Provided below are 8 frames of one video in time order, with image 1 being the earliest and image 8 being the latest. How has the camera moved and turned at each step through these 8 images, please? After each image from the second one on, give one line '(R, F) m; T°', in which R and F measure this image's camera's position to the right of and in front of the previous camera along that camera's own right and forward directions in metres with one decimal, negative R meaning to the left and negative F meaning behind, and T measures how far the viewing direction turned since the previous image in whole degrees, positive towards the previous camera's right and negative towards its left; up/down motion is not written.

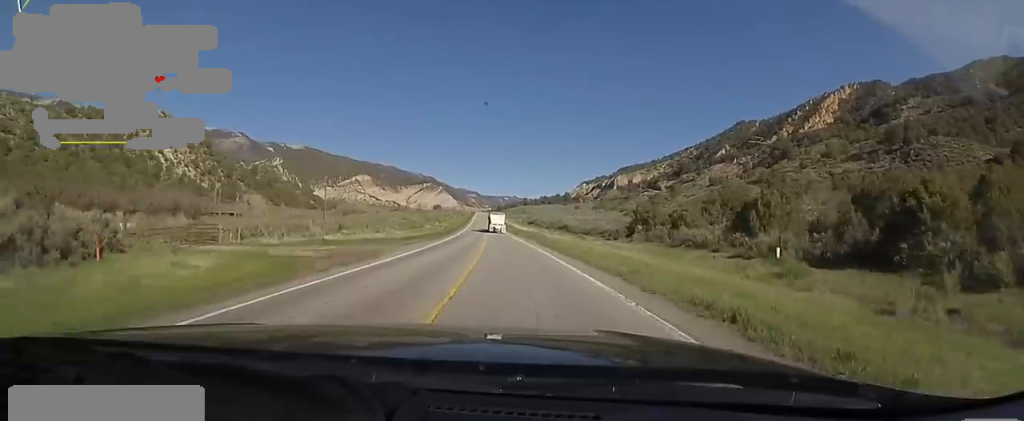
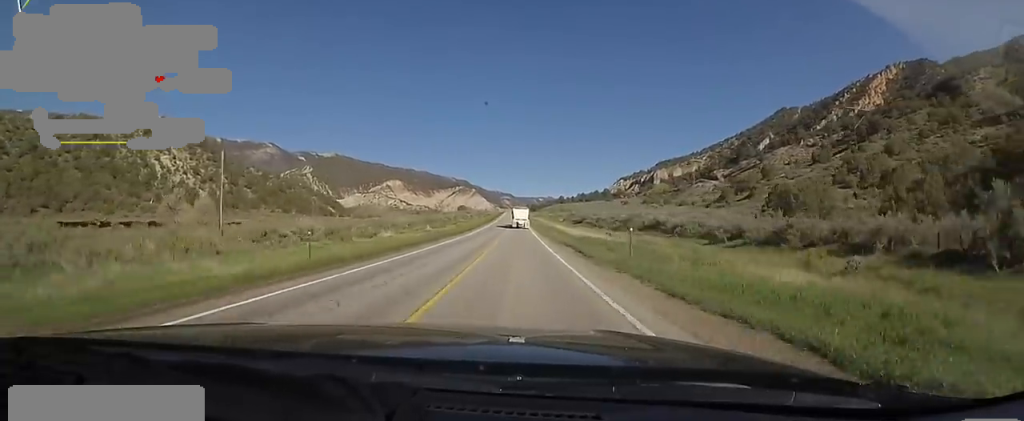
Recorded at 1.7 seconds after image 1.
(-1.8, +45.9) m; -4°
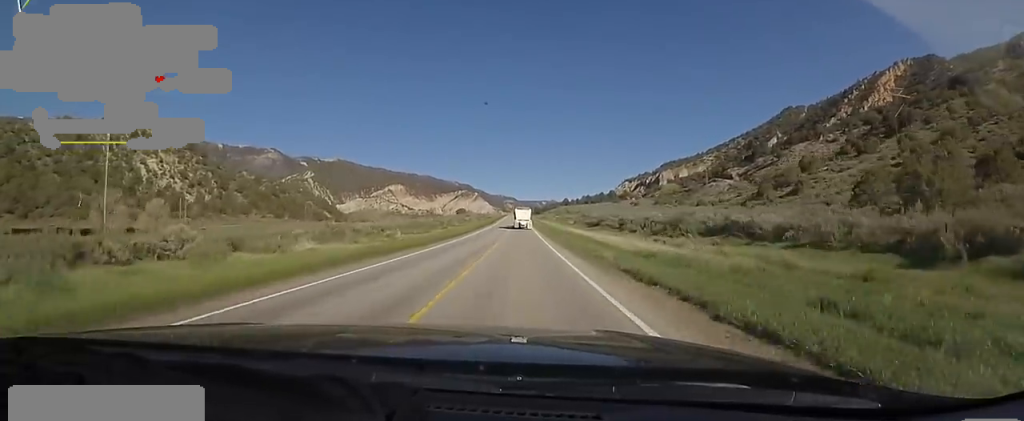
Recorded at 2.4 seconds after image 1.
(+0.3, +18.2) m; 0°
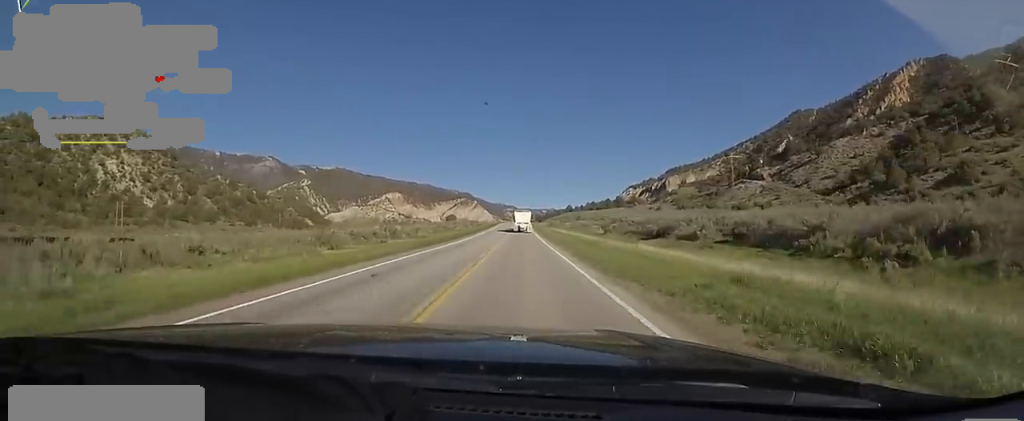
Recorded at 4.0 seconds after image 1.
(-0.2, +40.1) m; +1°
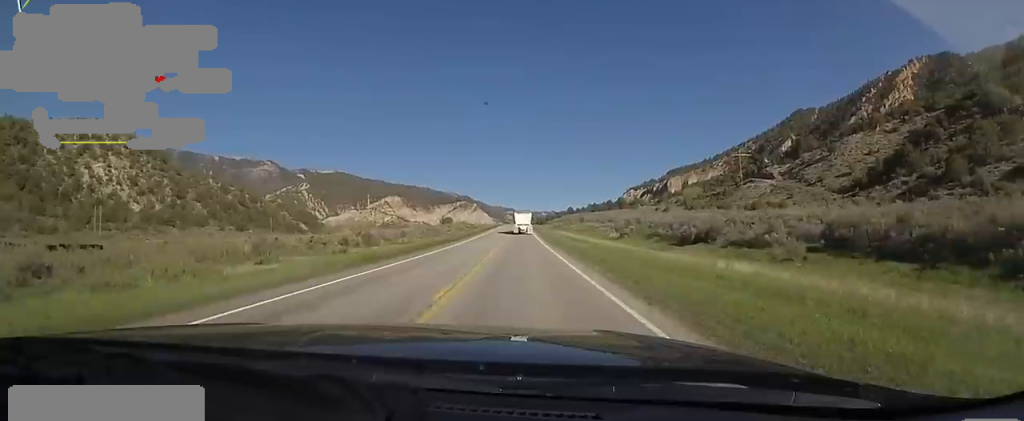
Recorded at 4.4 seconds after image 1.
(+0.4, +11.4) m; +1°
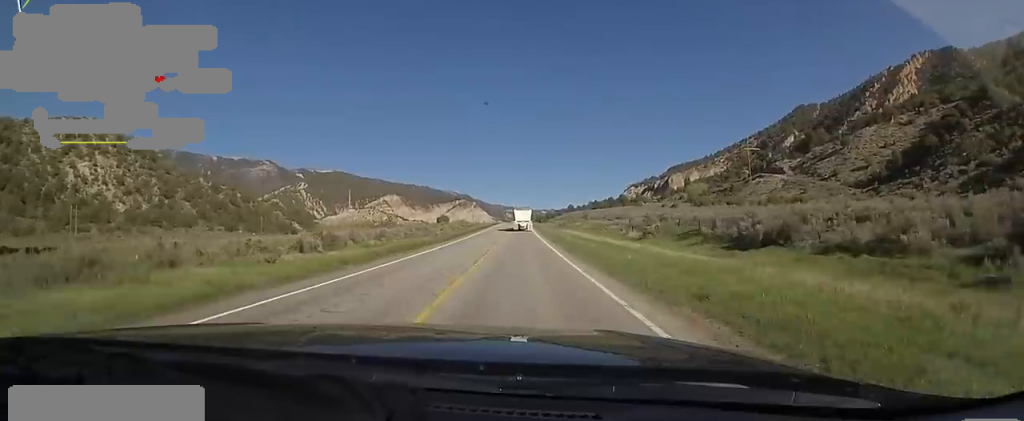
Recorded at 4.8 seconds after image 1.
(+0.3, +11.4) m; +1°
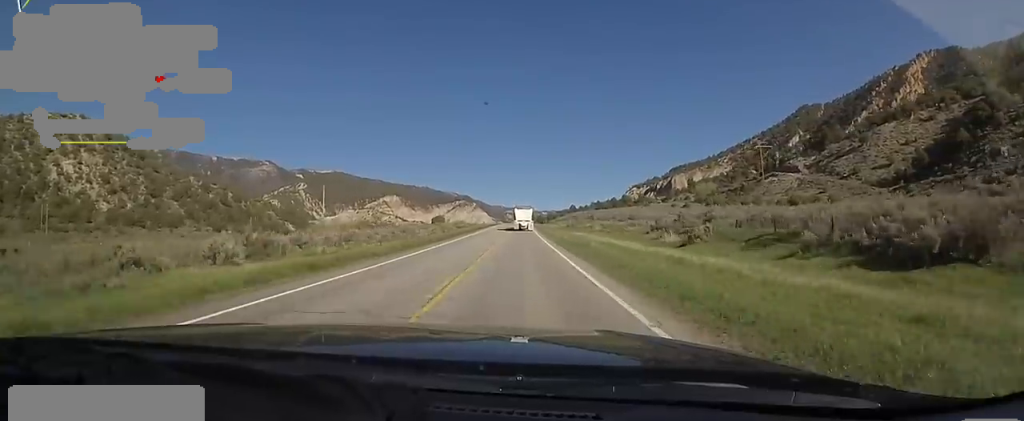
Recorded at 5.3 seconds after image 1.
(-0.2, +13.0) m; -1°
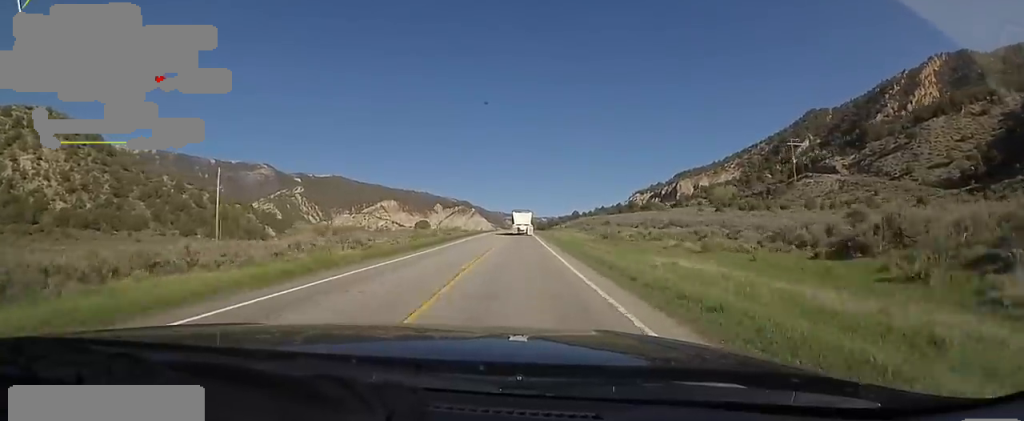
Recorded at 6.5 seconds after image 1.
(-0.8, +30.2) m; -1°
